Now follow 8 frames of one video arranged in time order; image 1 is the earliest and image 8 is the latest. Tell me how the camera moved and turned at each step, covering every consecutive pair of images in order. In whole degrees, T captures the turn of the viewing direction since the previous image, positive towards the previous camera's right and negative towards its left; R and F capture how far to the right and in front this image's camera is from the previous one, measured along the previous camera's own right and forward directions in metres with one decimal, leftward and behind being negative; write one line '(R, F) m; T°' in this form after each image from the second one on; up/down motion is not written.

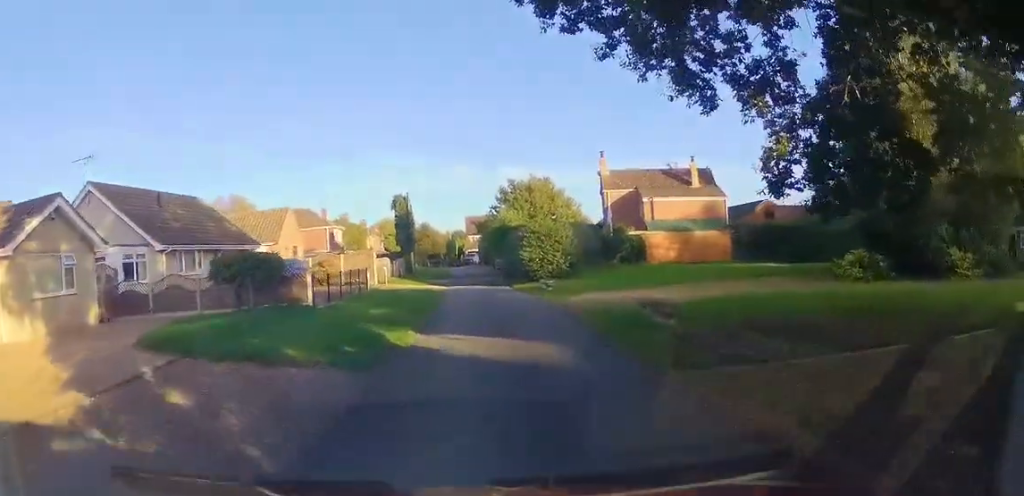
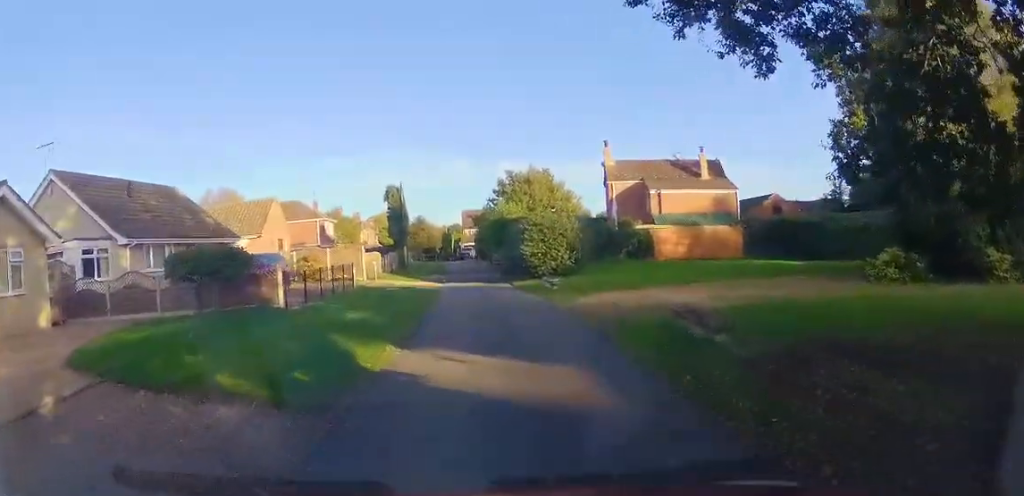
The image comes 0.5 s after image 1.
(0.0, +2.6) m; 0°
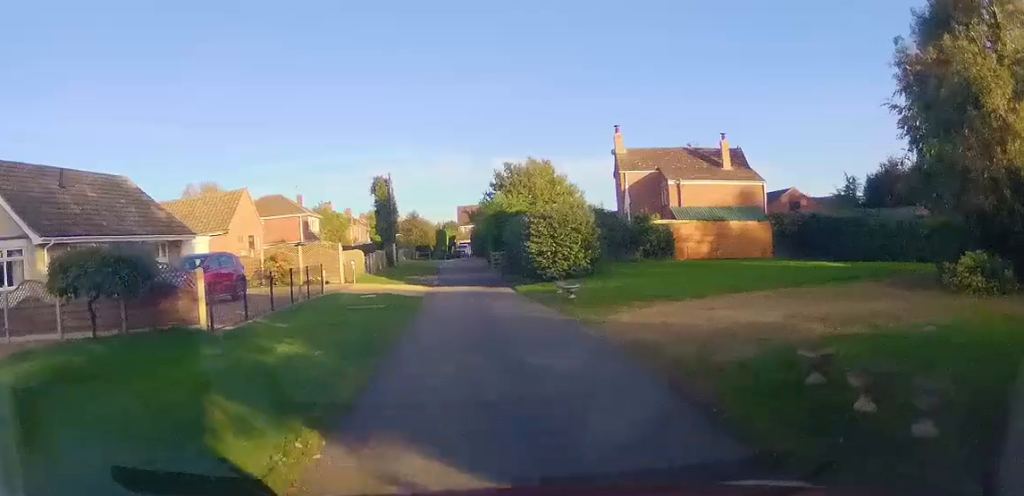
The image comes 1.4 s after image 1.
(0.0, +4.8) m; +1°
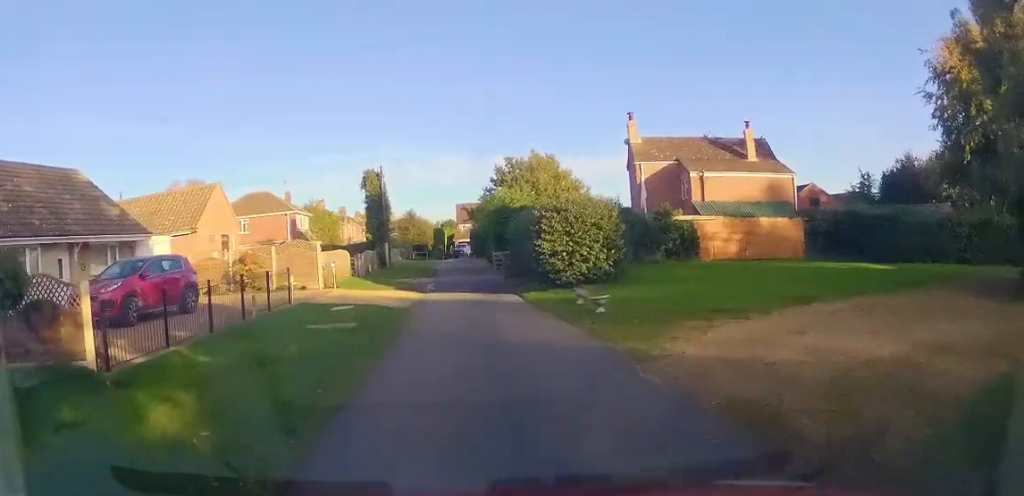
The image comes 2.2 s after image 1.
(0.0, +3.9) m; +2°
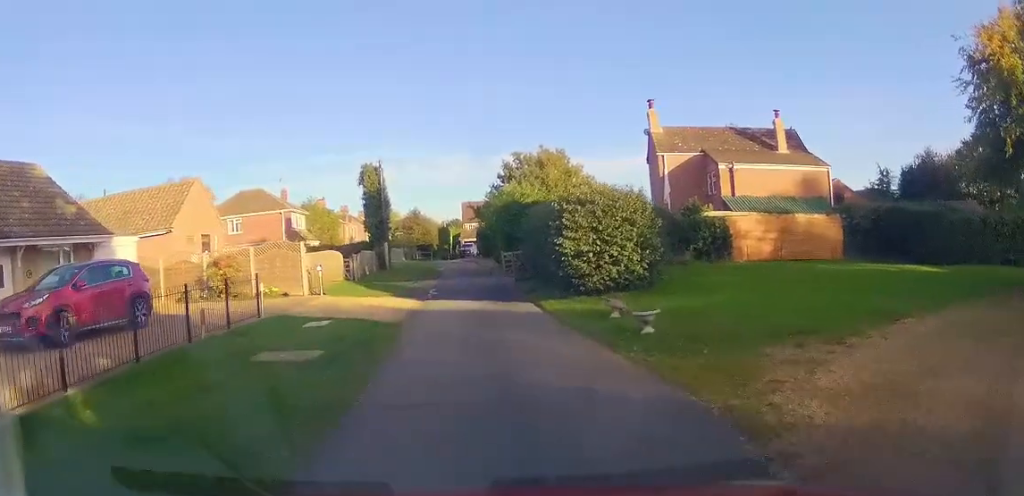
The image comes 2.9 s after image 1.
(+0.1, +3.3) m; +3°
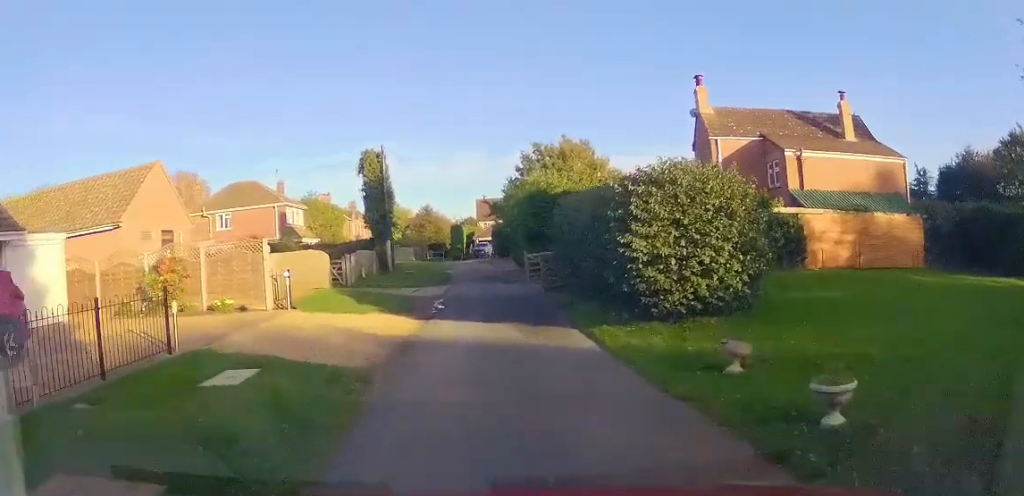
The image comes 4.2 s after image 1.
(0.0, +5.5) m; -3°
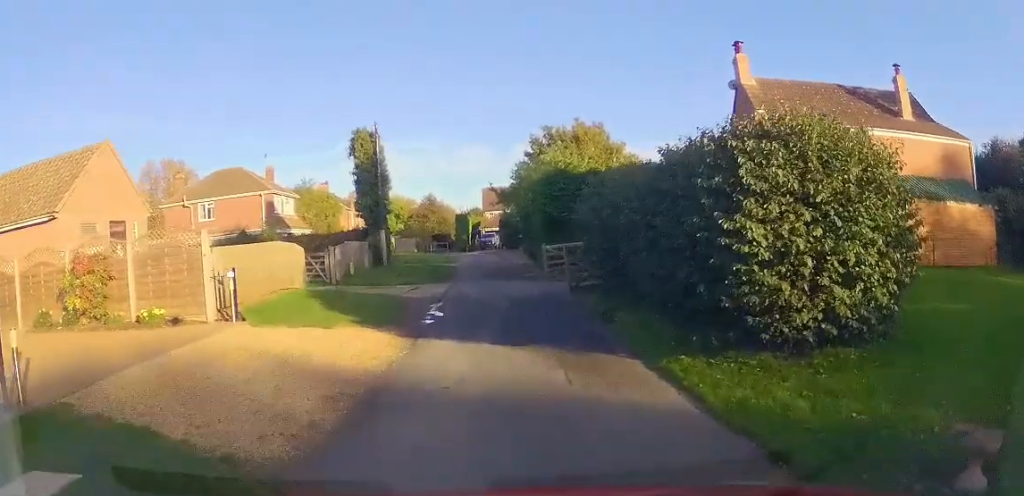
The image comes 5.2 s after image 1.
(-0.2, +4.2) m; -4°
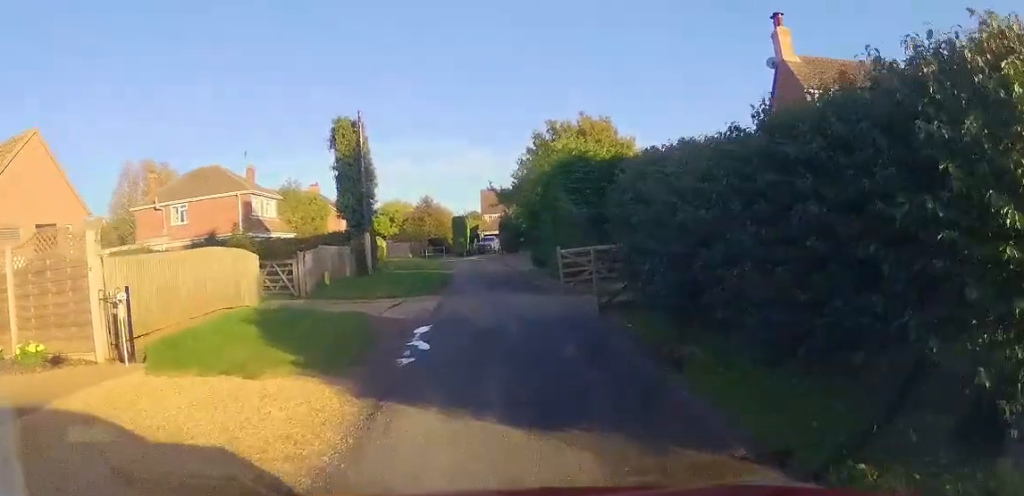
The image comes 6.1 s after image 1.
(0.0, +3.9) m; -4°
